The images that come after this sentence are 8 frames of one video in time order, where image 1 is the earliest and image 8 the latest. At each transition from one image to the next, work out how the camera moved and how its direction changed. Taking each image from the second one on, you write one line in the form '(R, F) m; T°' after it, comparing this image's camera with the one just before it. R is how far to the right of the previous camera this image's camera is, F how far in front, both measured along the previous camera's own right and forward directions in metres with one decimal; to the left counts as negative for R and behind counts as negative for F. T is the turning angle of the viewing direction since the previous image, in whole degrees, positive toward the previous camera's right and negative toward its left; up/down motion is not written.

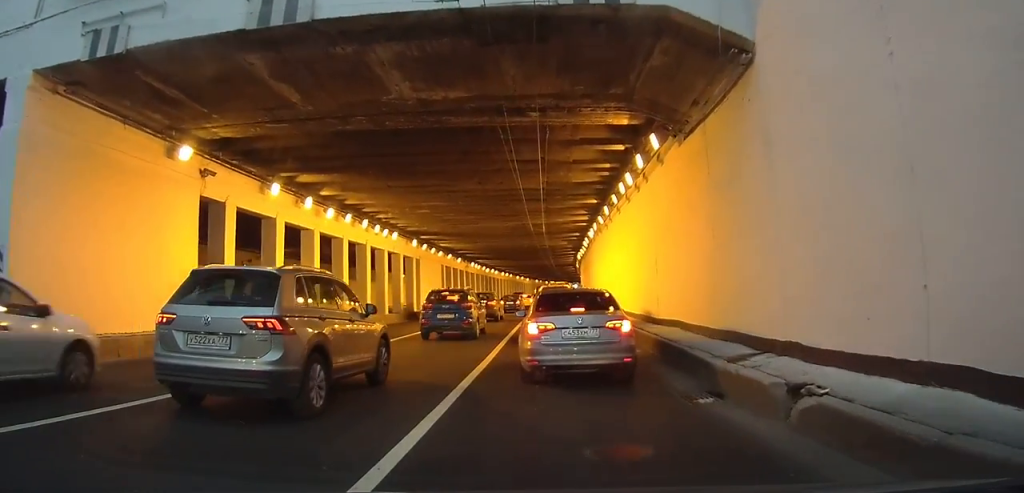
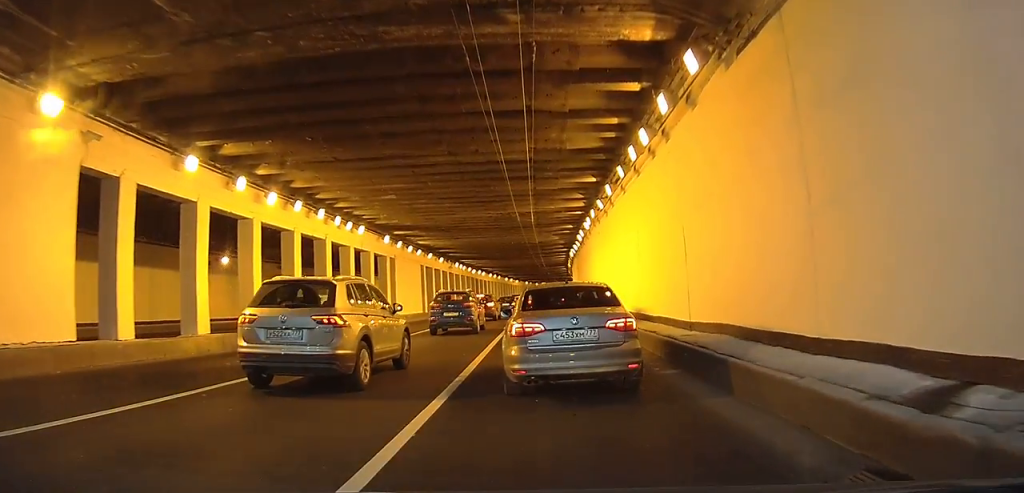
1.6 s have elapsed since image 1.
(-0.1, +4.7) m; -5°
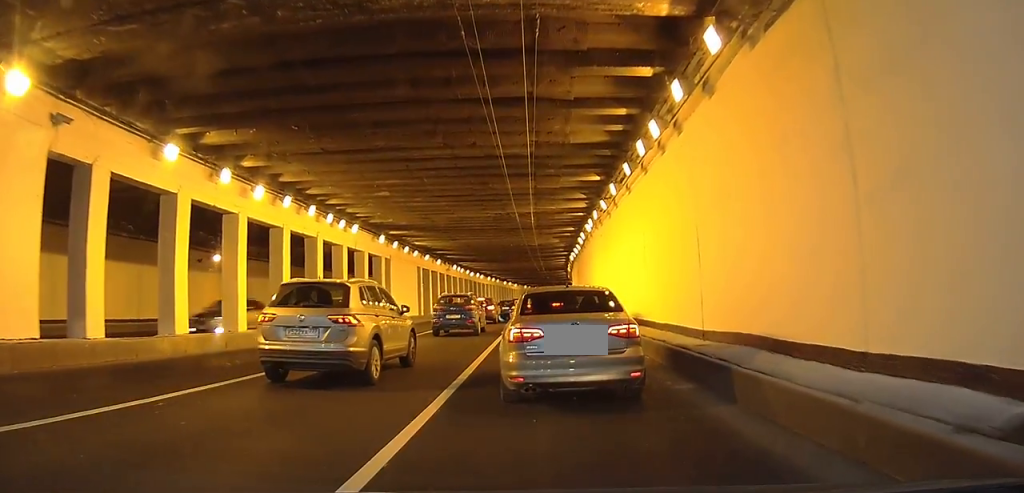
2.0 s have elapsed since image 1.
(0.0, +1.1) m; -2°
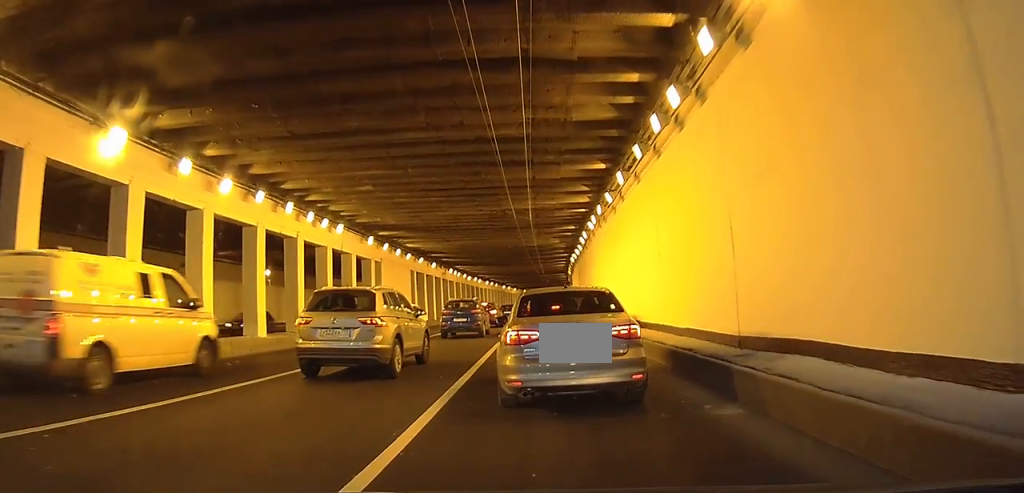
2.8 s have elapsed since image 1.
(0.0, +2.1) m; -2°
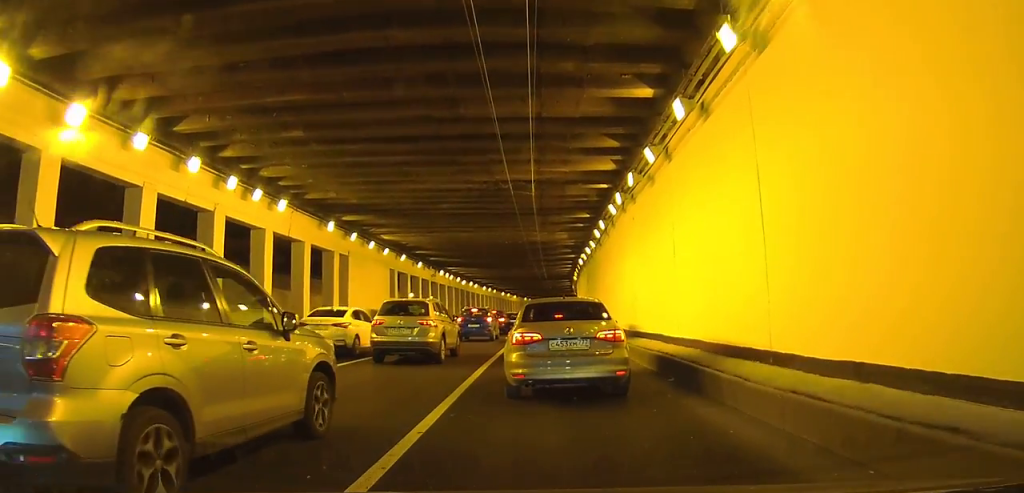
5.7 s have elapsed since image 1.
(0.0, +6.7) m; +6°
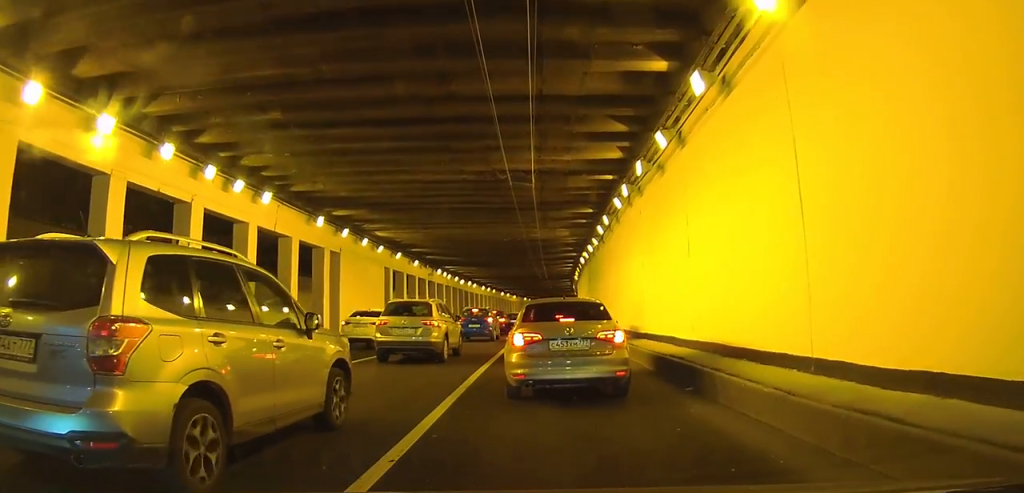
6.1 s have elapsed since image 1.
(0.0, +1.1) m; +3°
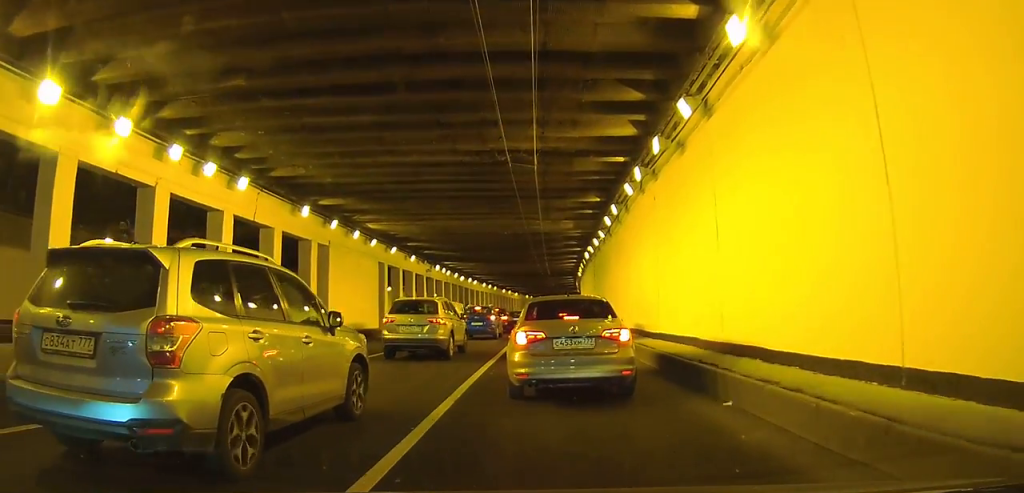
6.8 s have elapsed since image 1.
(0.0, +1.6) m; +2°
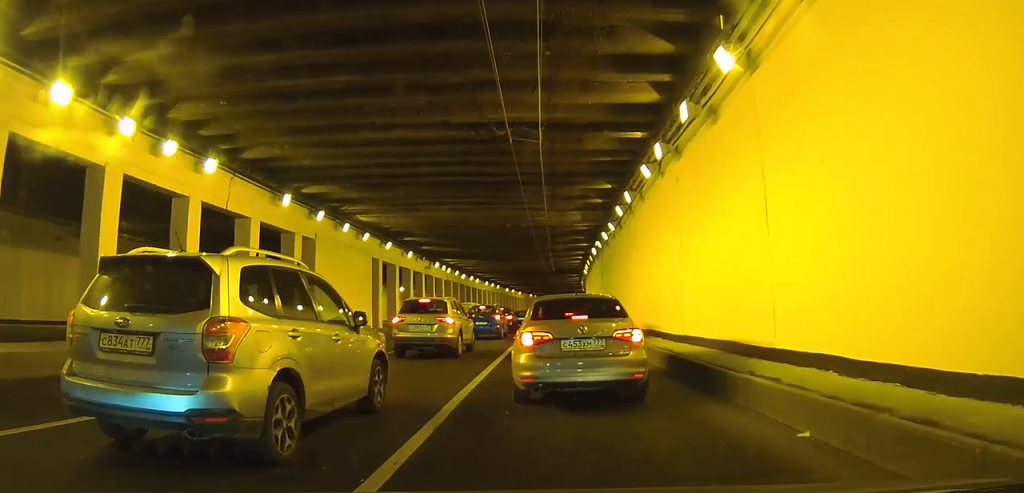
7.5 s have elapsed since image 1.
(0.0, +2.0) m; +2°
